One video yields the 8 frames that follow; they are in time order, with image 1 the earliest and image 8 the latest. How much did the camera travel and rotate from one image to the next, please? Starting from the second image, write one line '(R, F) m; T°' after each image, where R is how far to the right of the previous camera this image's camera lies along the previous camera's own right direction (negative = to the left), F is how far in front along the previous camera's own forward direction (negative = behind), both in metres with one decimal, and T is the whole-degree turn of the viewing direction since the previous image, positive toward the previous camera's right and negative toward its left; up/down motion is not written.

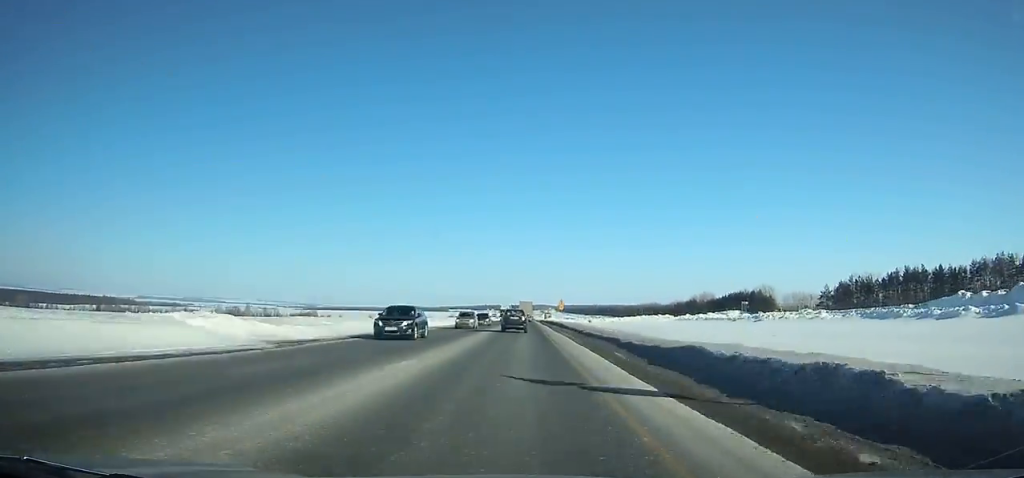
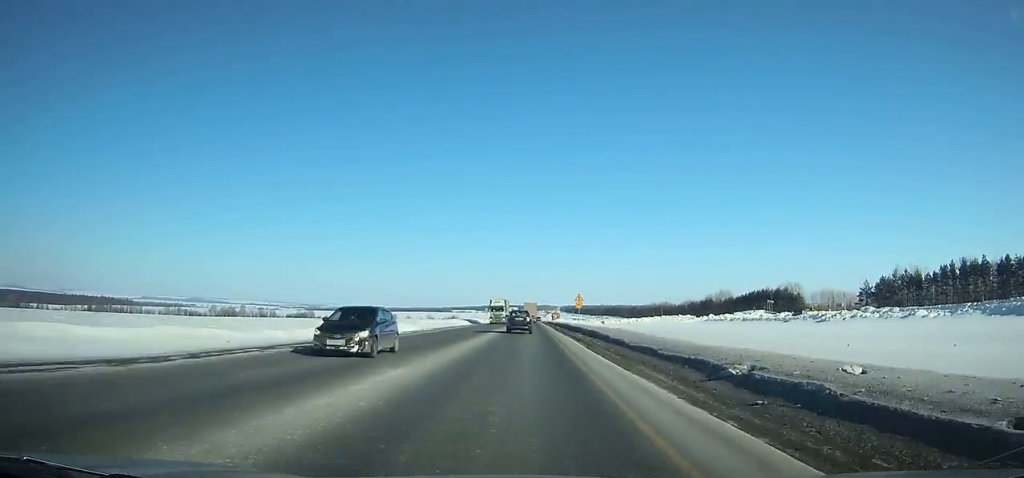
(-0.1, +27.7) m; 0°
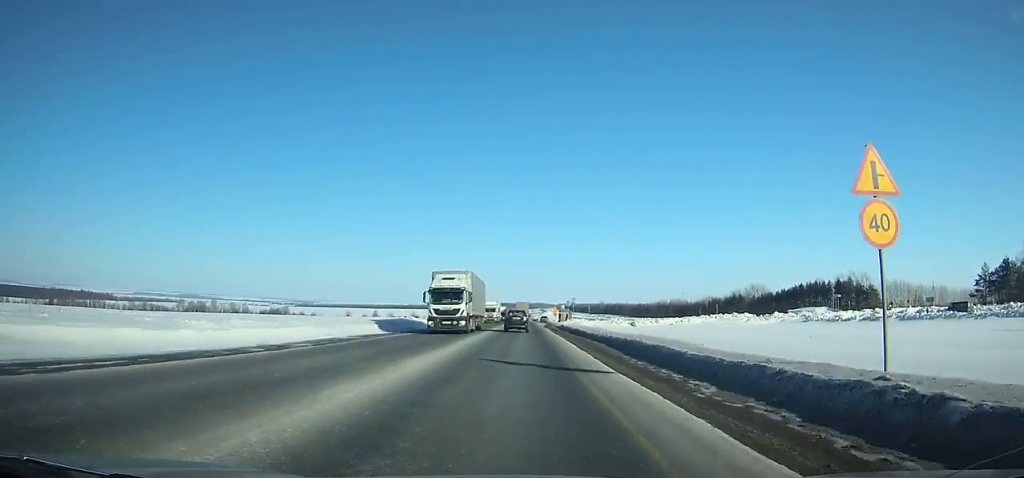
(-0.2, +66.1) m; 0°
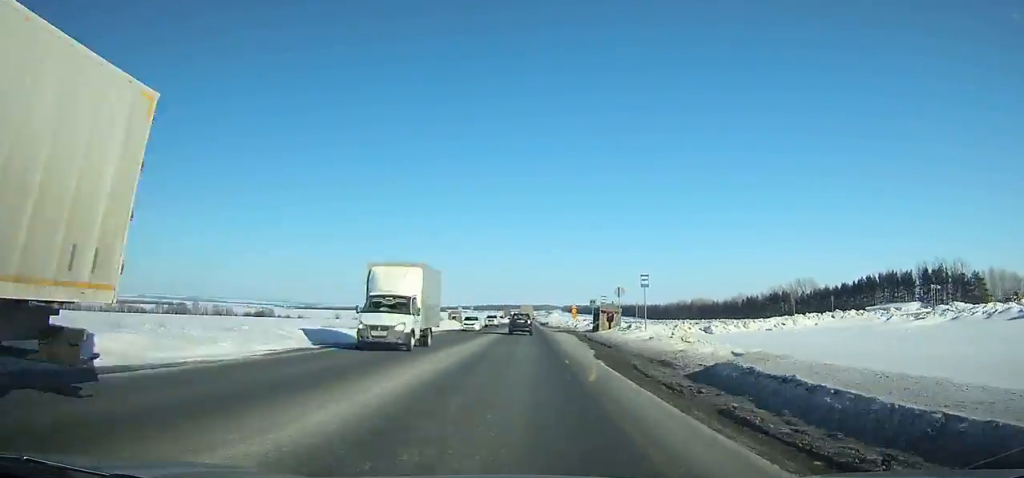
(-0.1, +55.4) m; 0°
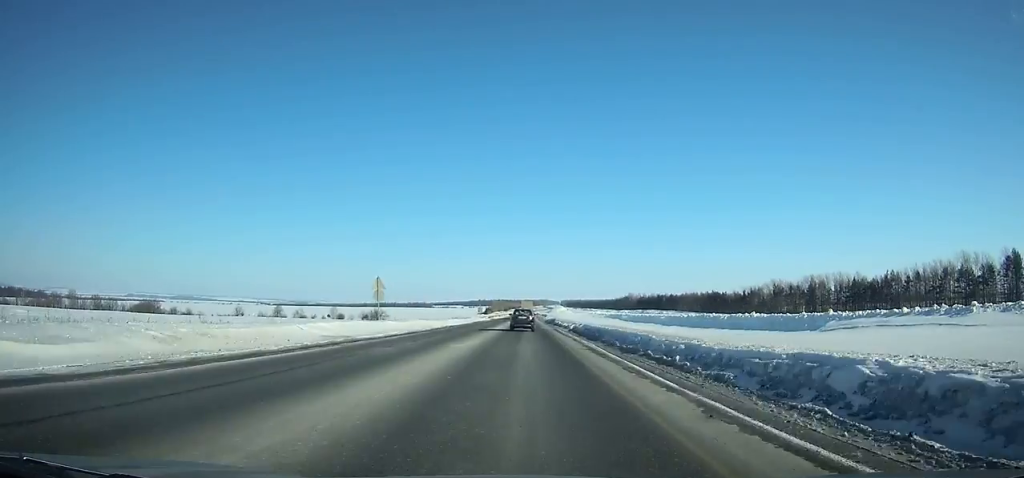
(+0.2, +205.7) m; 0°
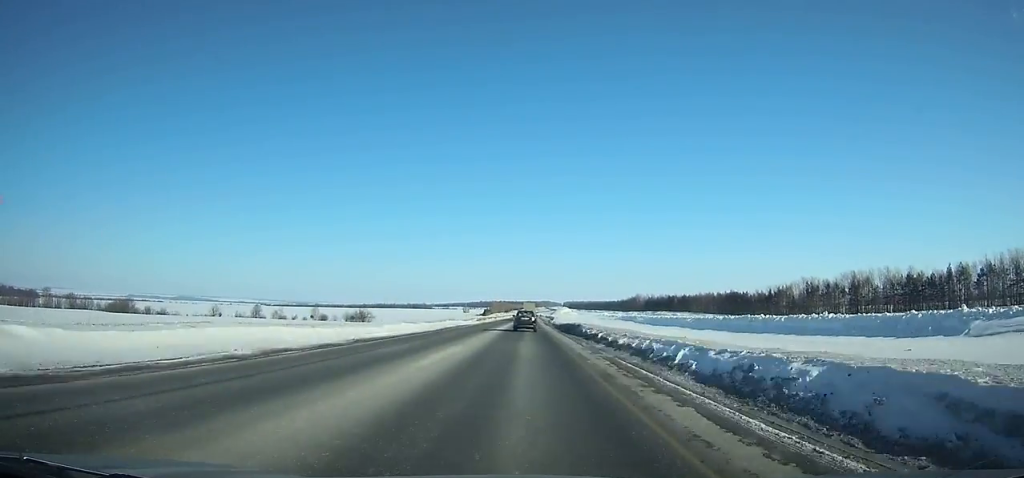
(0.0, +34.5) m; 0°
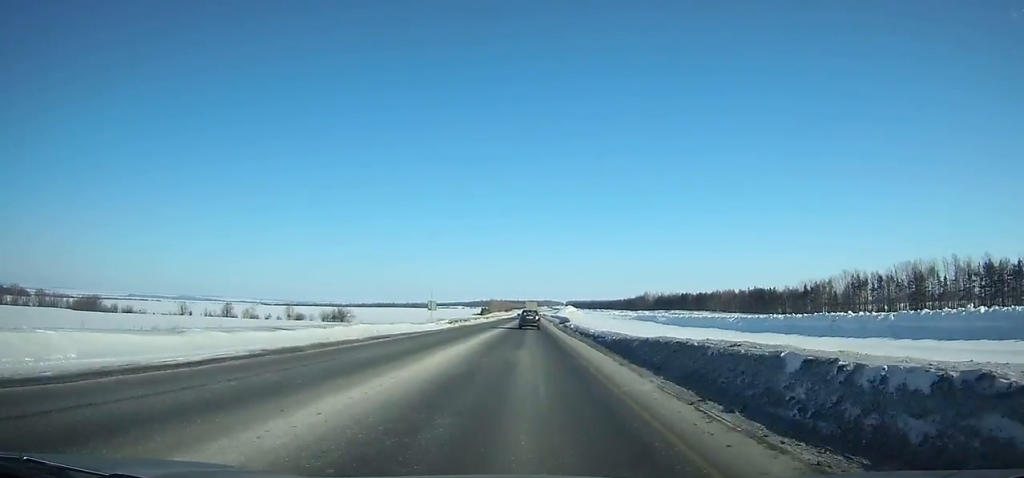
(+0.1, +39.3) m; 0°
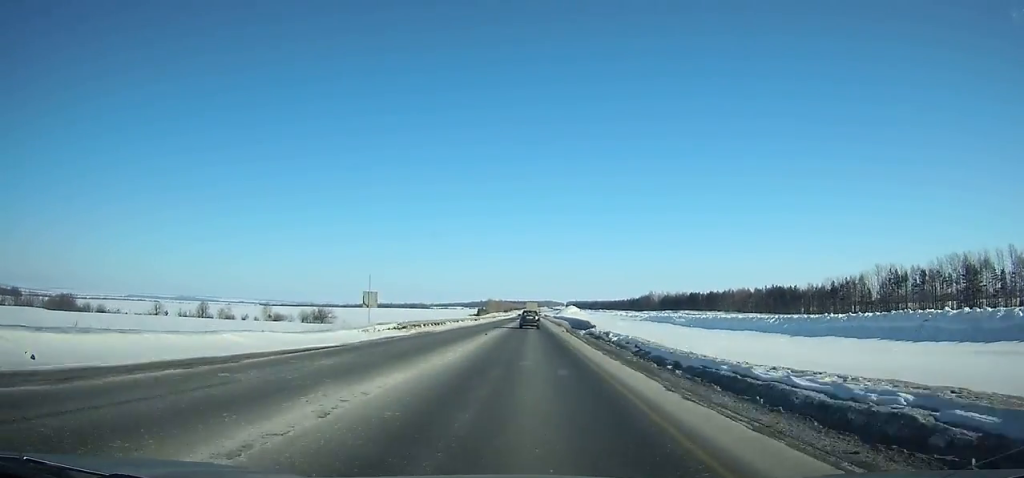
(+0.1, +26.2) m; 0°
